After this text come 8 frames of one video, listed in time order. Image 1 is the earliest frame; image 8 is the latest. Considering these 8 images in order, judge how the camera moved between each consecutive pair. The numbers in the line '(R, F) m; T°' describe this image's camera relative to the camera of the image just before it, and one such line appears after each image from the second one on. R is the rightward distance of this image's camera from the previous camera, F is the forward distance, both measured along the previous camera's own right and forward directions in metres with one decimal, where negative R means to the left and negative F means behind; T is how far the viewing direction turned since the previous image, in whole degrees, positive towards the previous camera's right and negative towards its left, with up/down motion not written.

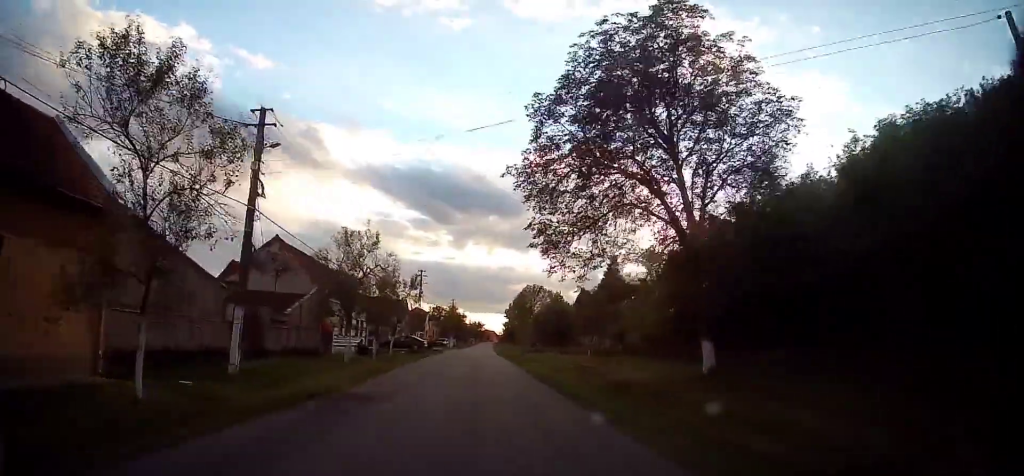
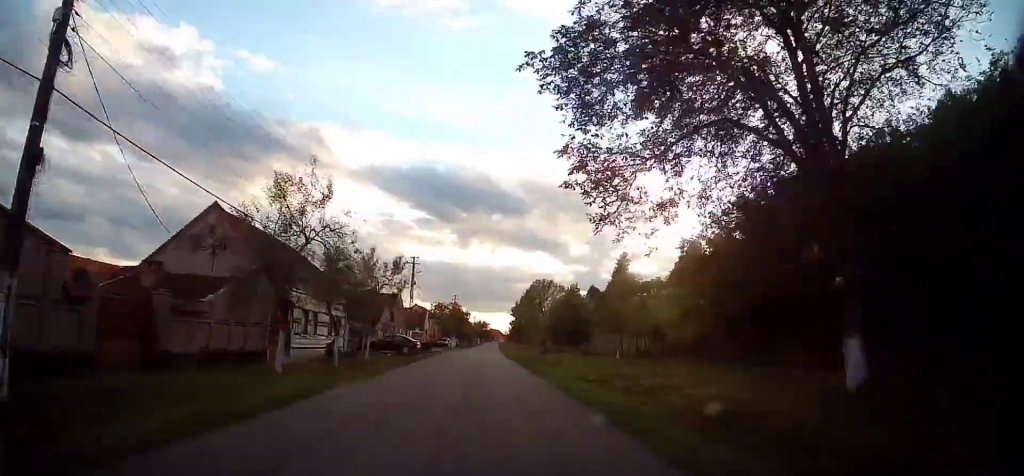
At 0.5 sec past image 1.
(+0.2, +8.9) m; +1°
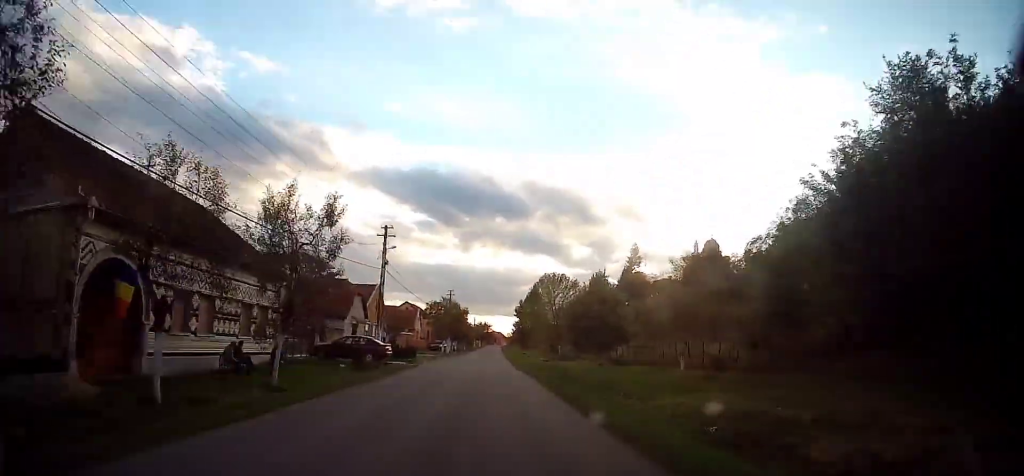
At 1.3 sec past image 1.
(+0.2, +13.0) m; 0°
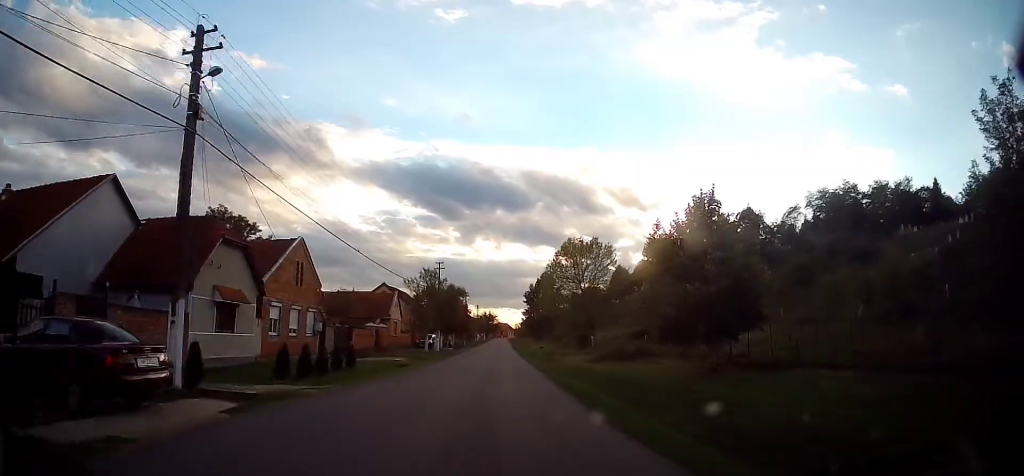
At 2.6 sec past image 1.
(-0.4, +21.6) m; -1°
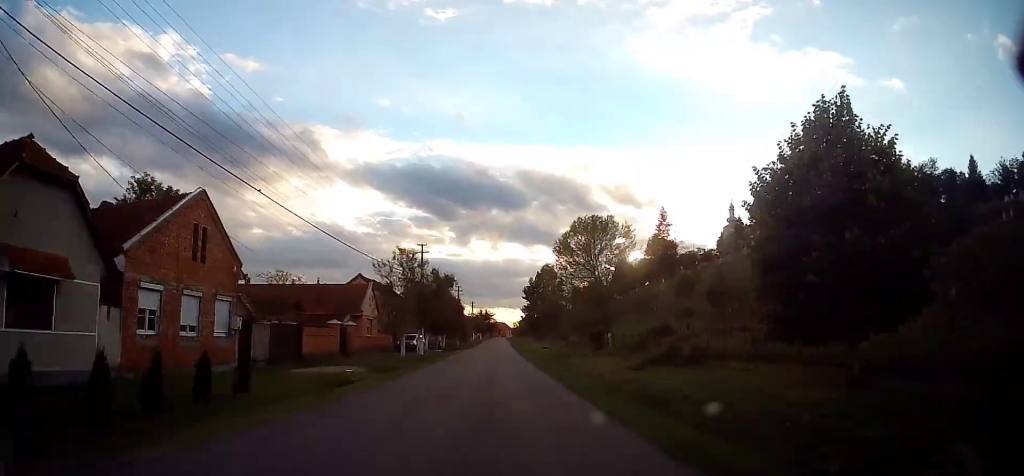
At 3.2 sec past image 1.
(-0.1, +10.0) m; 0°
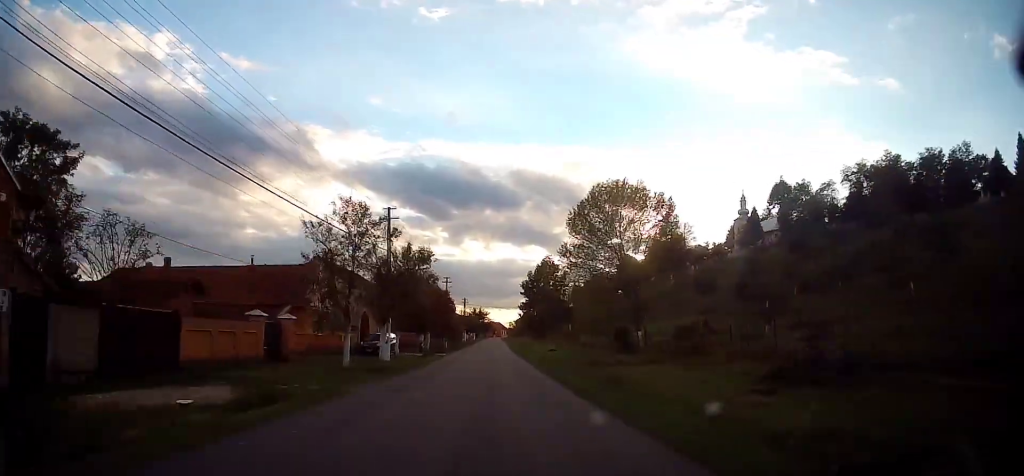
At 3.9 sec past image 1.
(+0.3, +11.6) m; 0°
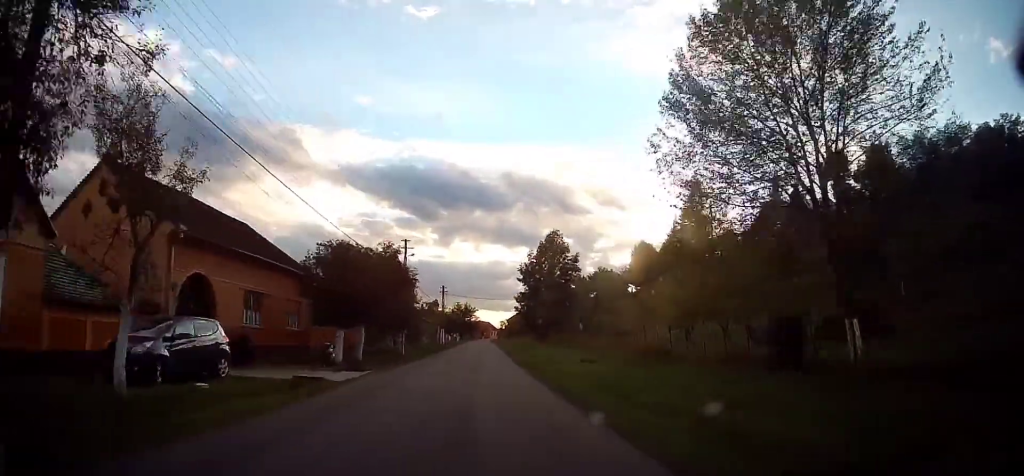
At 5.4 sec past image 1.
(-0.3, +24.2) m; 0°
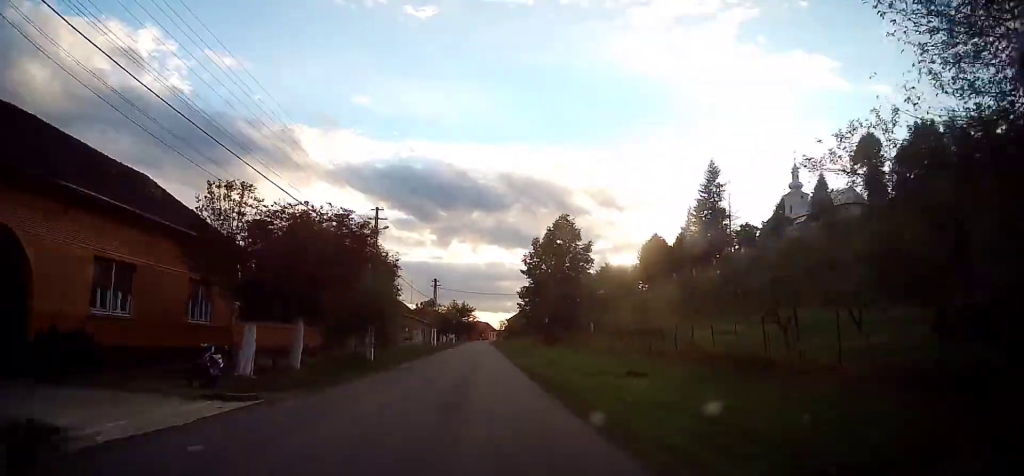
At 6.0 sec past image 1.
(+0.2, +9.8) m; +1°
